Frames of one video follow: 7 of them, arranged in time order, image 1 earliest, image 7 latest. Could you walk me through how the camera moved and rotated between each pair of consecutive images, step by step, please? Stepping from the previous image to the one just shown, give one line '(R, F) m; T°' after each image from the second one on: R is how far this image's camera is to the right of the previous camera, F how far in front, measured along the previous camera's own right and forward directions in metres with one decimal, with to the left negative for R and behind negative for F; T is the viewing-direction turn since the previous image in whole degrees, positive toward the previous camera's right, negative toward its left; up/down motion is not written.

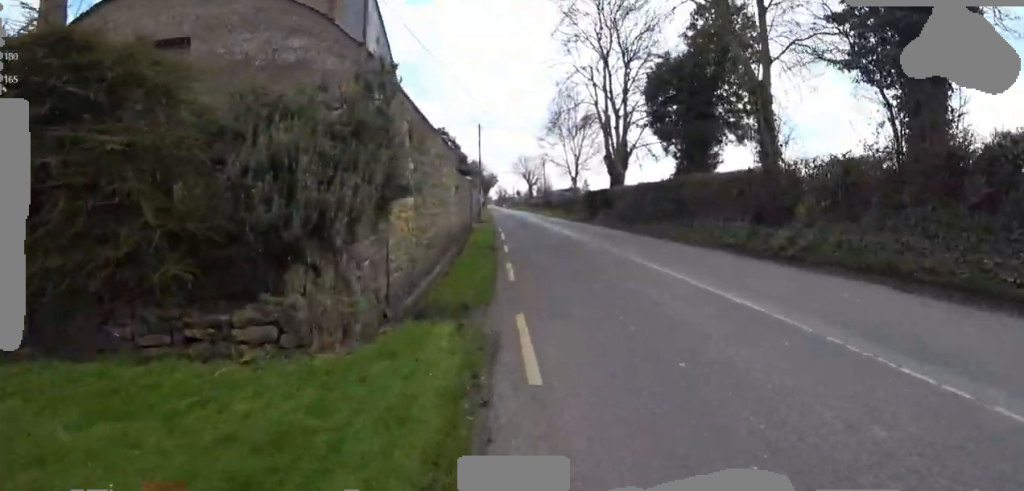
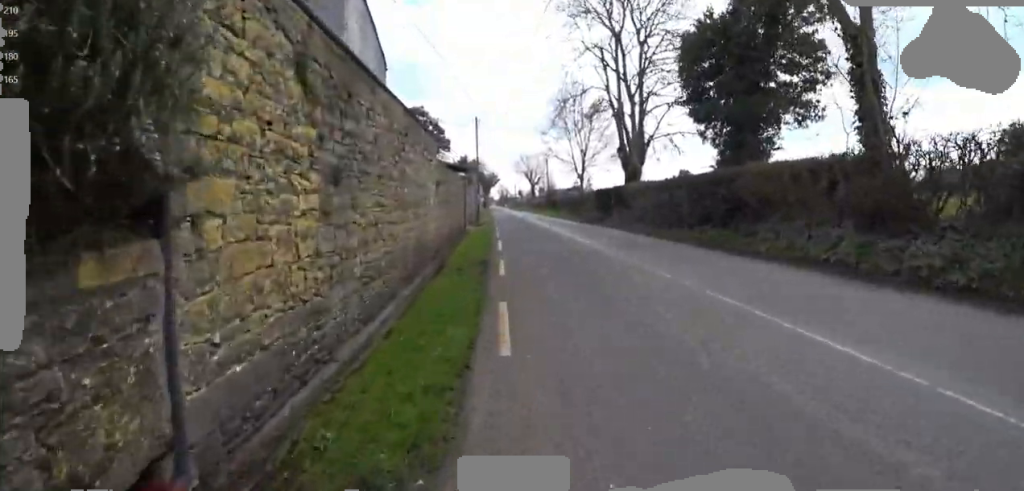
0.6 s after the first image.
(0.0, +3.3) m; 0°
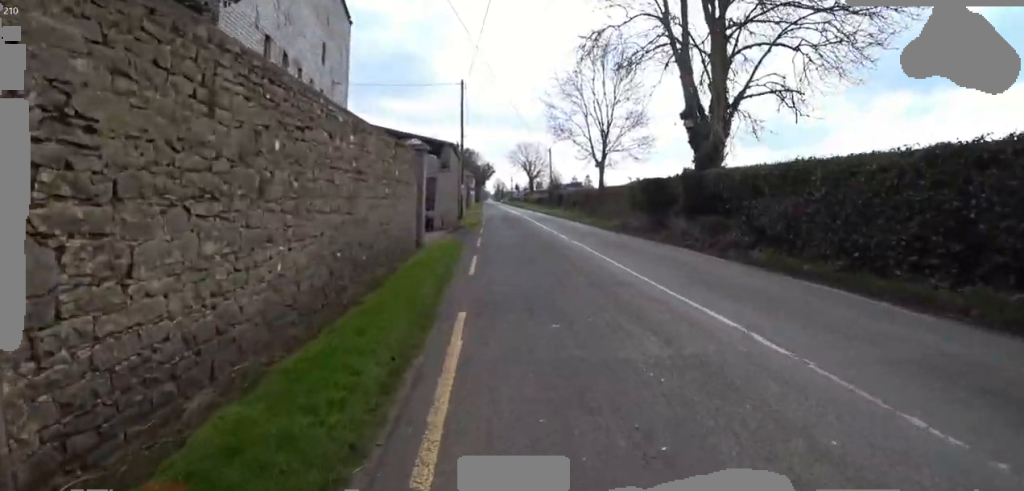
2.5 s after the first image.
(0.0, +9.2) m; 0°
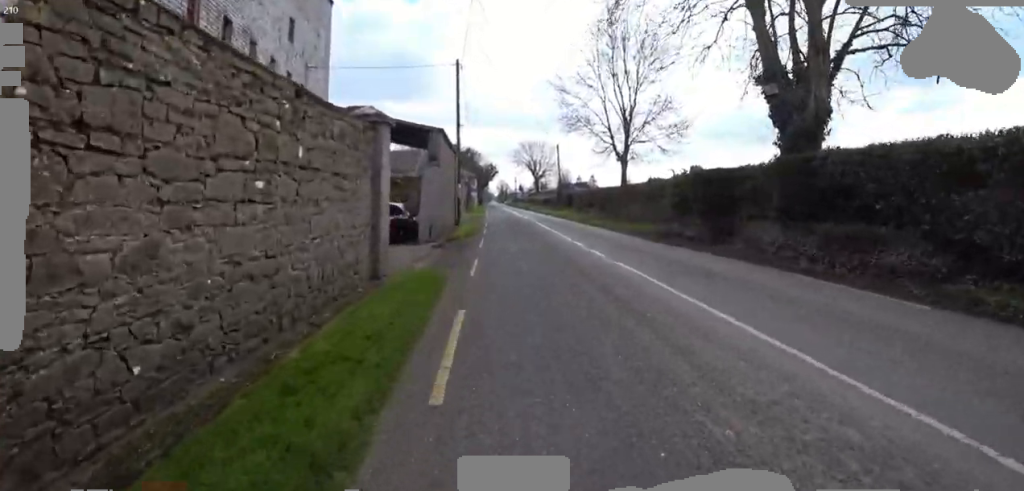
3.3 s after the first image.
(0.0, +4.2) m; 0°
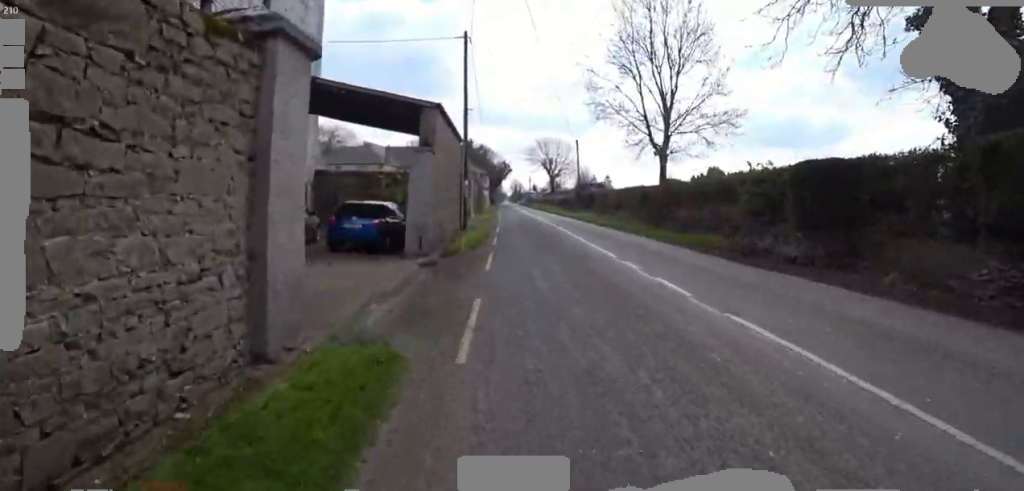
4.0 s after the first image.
(0.0, +3.7) m; 0°
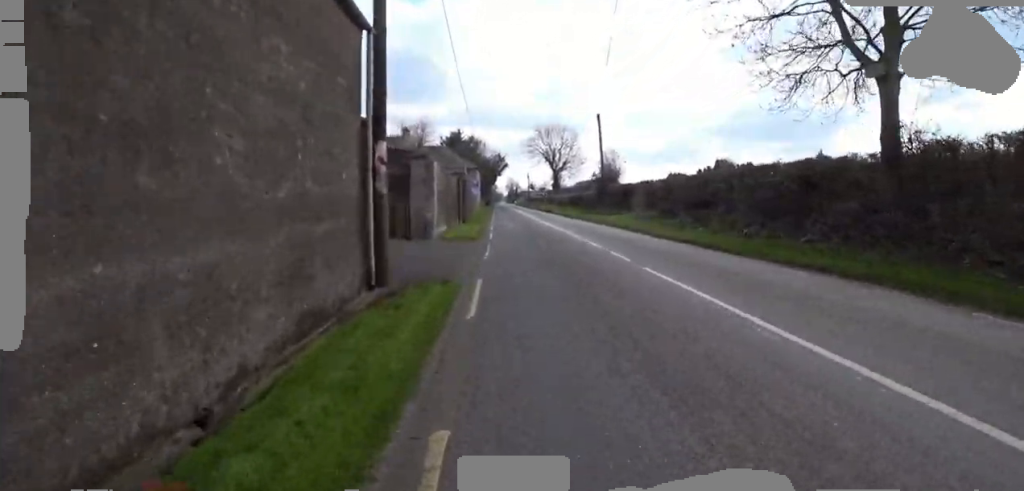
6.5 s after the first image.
(-0.4, +12.1) m; -6°
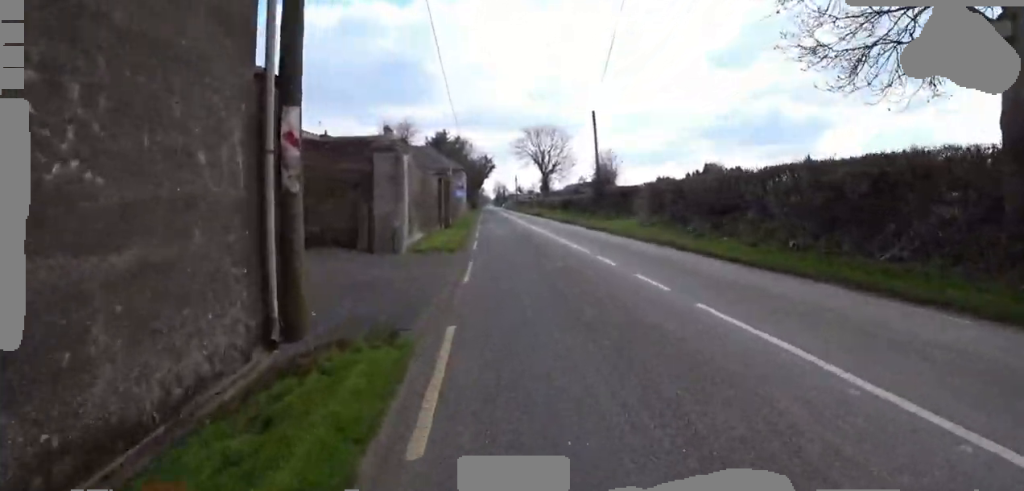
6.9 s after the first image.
(-0.1, +2.4) m; -1°
